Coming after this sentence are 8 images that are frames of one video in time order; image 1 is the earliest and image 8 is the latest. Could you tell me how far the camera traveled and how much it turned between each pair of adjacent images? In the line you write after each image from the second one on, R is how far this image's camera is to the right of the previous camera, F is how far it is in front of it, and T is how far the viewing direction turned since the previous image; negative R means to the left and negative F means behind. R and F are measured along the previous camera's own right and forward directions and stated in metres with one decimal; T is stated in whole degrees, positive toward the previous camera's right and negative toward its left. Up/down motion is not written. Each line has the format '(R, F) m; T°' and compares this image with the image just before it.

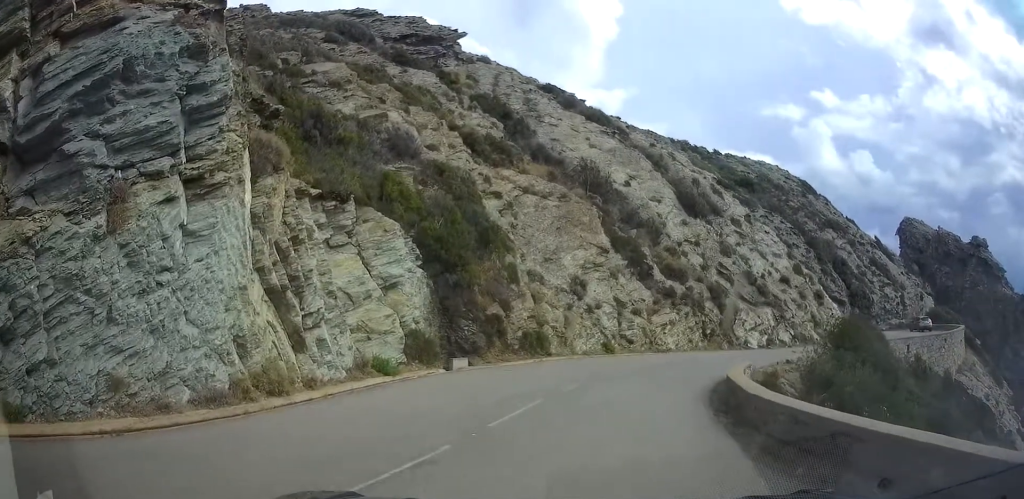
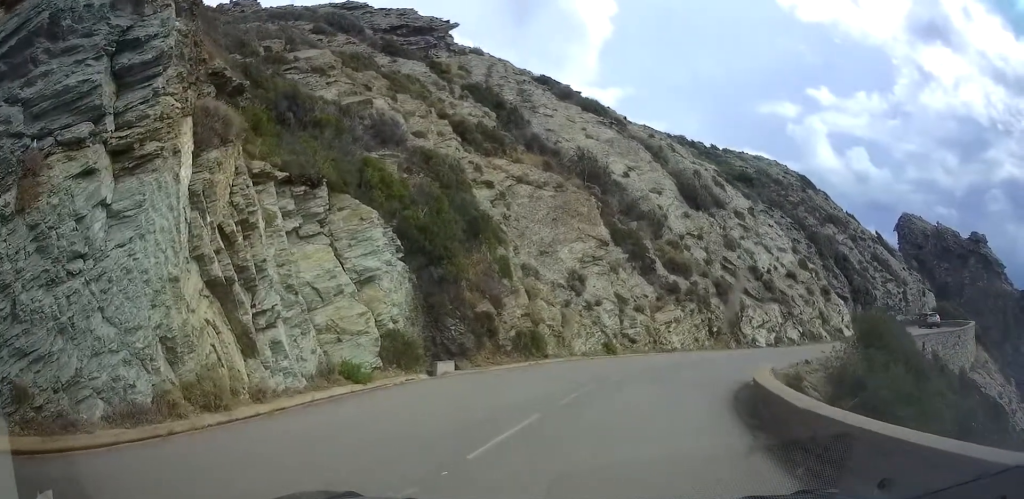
(+0.8, +2.8) m; +9°
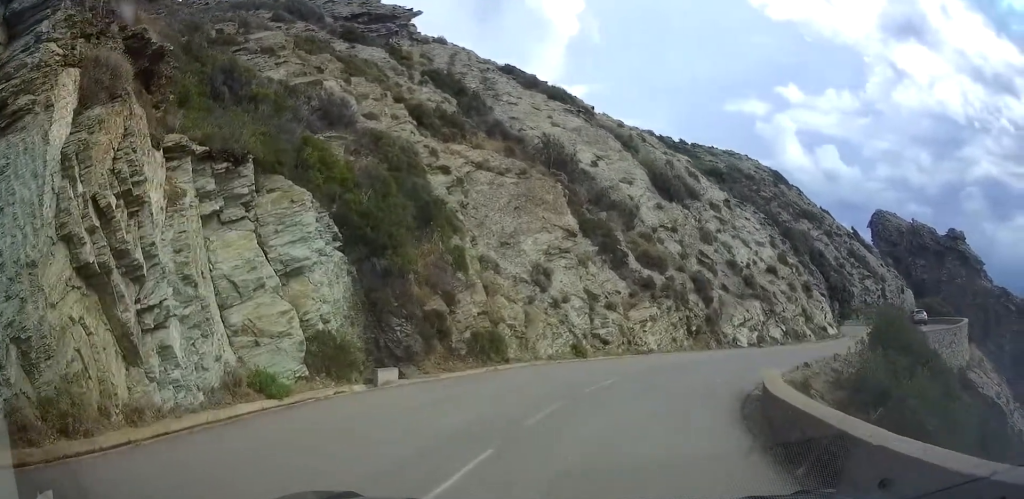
(-0.1, +3.3) m; +7°
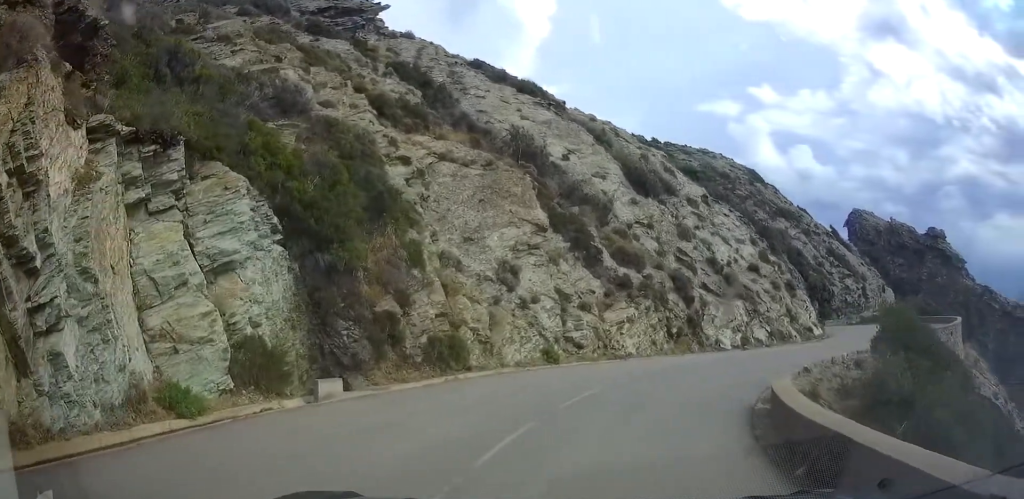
(+0.1, +2.5) m; +1°
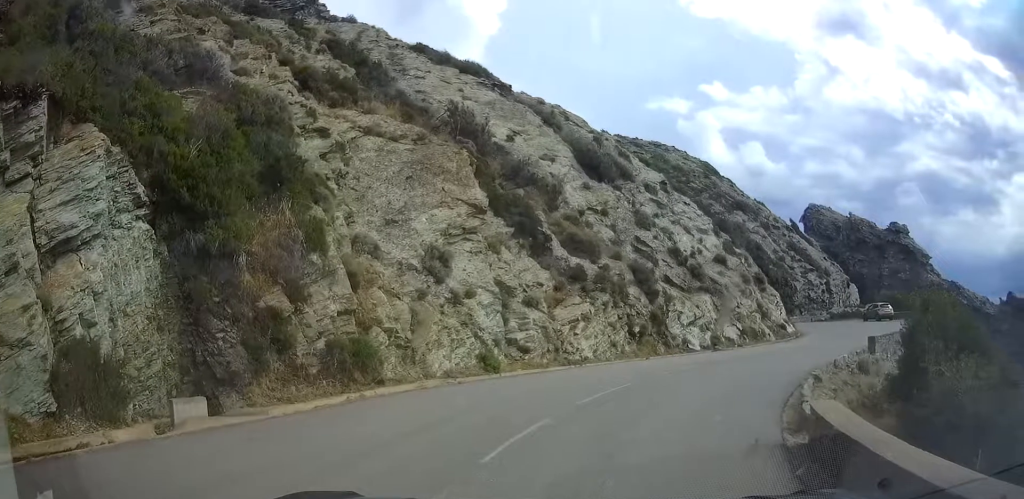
(+0.3, +4.3) m; -3°
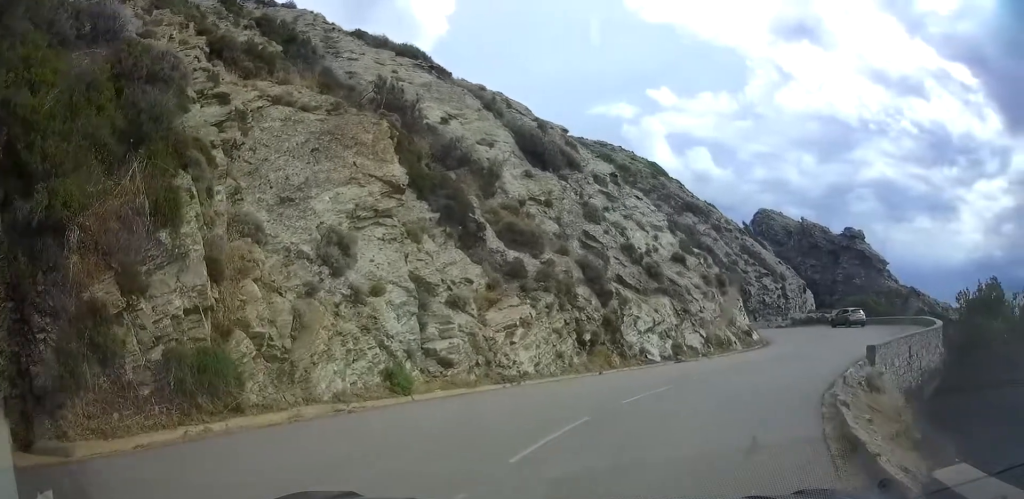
(-0.8, +4.3) m; +6°
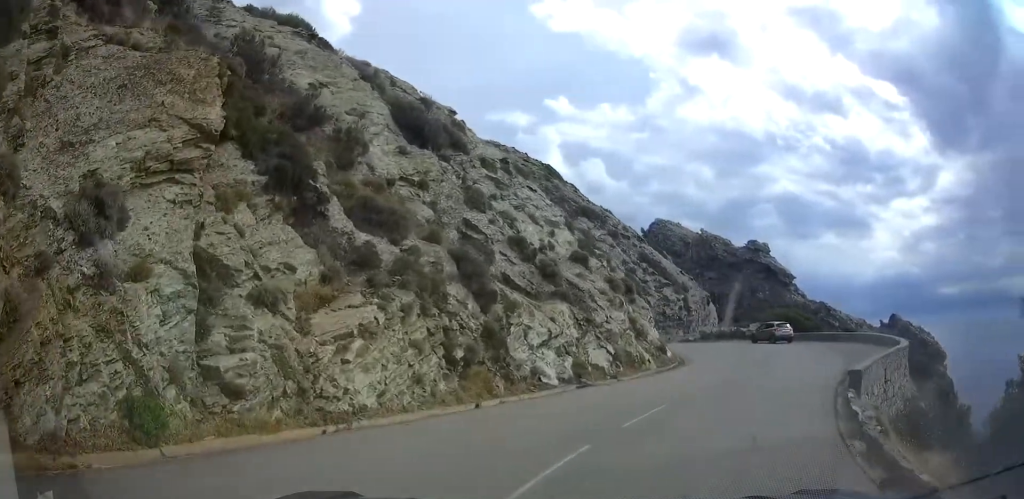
(+1.8, +5.6) m; +26°
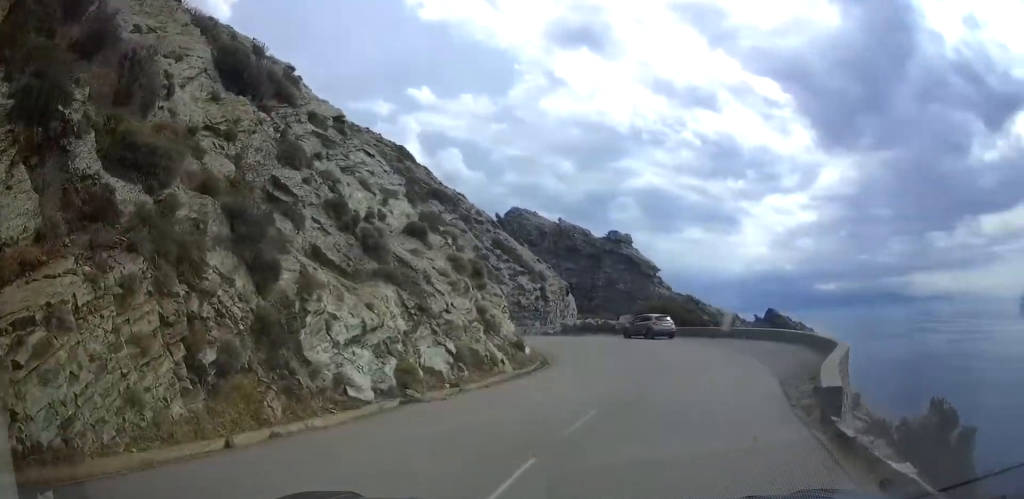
(+0.8, +5.7) m; +10°
